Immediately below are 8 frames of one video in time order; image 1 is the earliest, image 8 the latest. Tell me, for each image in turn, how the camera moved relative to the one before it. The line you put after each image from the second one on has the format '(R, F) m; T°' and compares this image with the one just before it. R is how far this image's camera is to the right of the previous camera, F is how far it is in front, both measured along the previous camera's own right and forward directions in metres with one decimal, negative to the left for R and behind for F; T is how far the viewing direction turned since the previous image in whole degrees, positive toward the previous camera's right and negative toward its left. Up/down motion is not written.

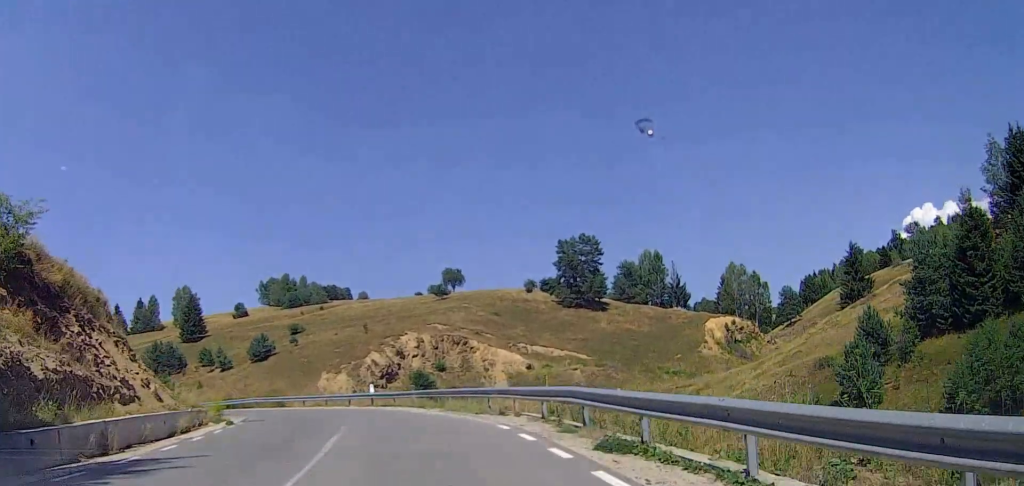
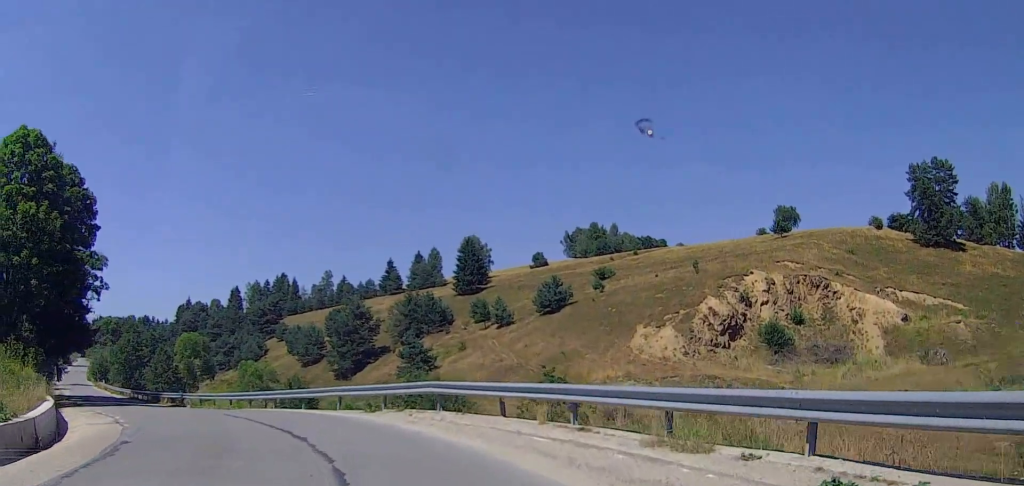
(-5.7, +33.6) m; -27°
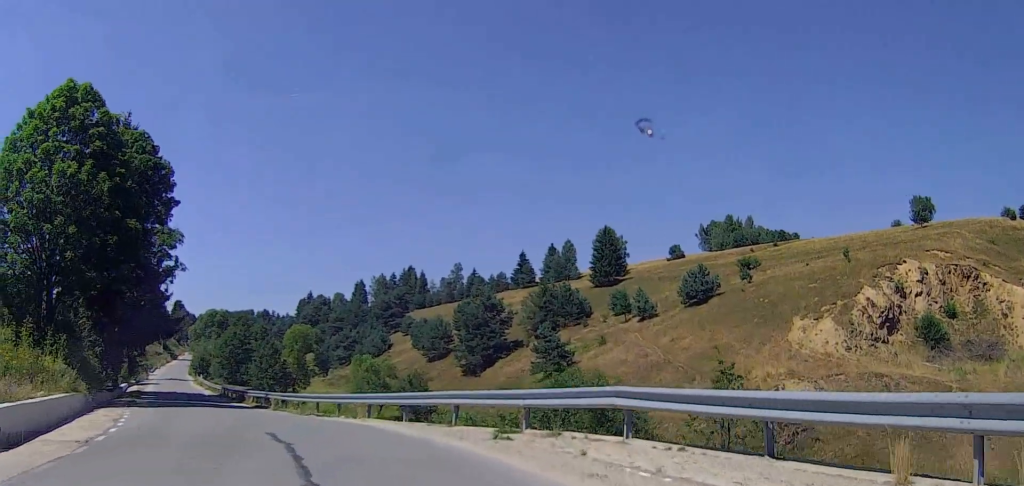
(-0.5, +7.2) m; -11°
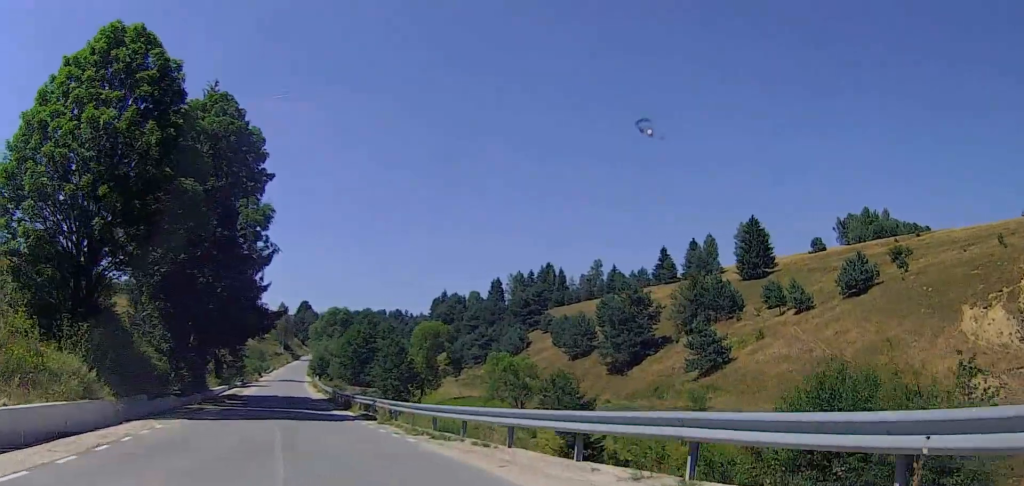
(-1.3, +7.8) m; -12°
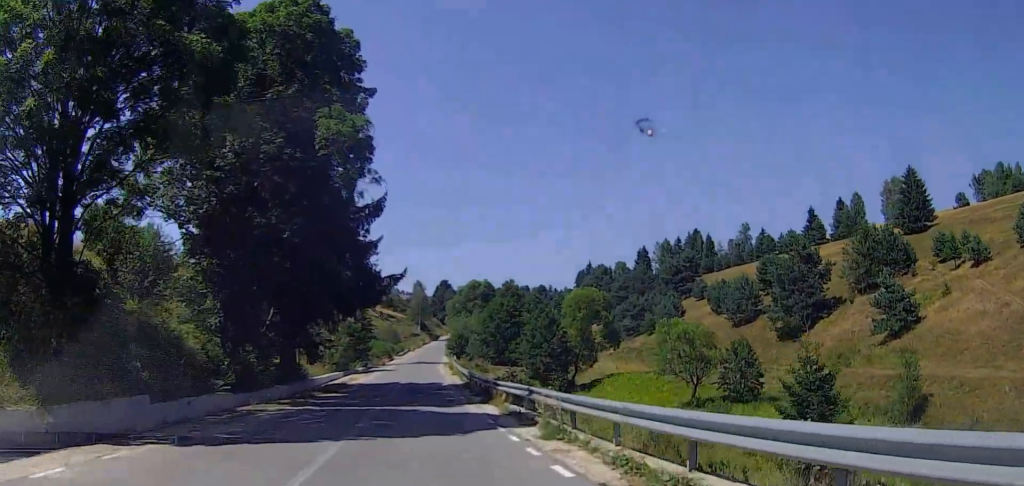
(-0.6, +10.8) m; -7°
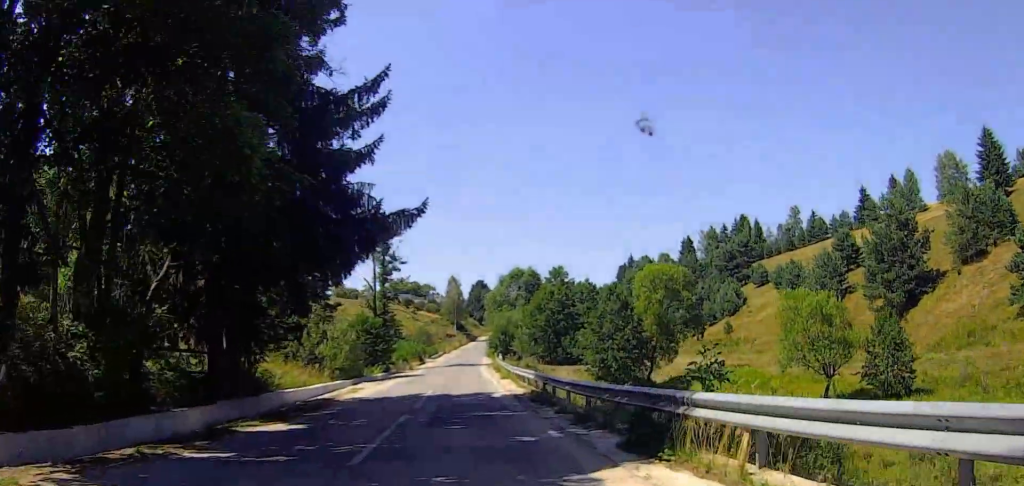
(-1.1, +16.1) m; -2°
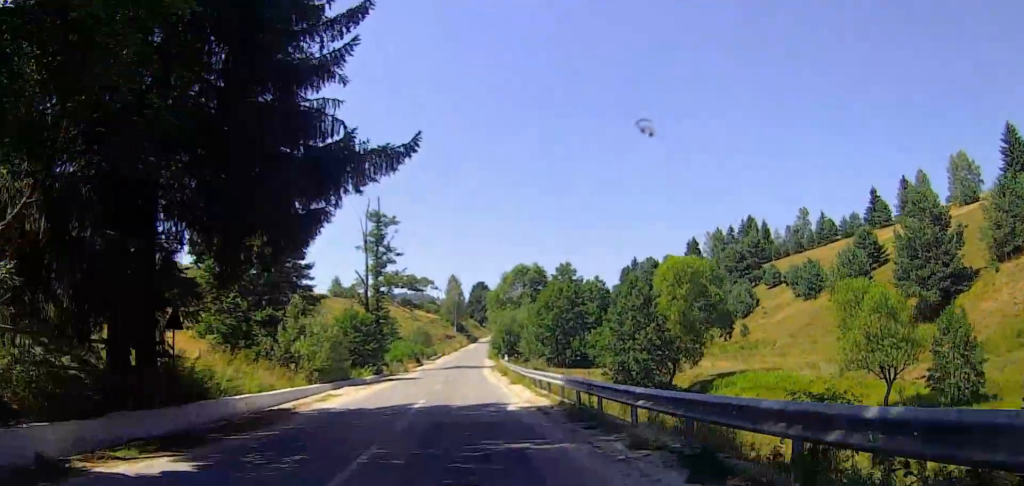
(+0.4, +6.5) m; -1°
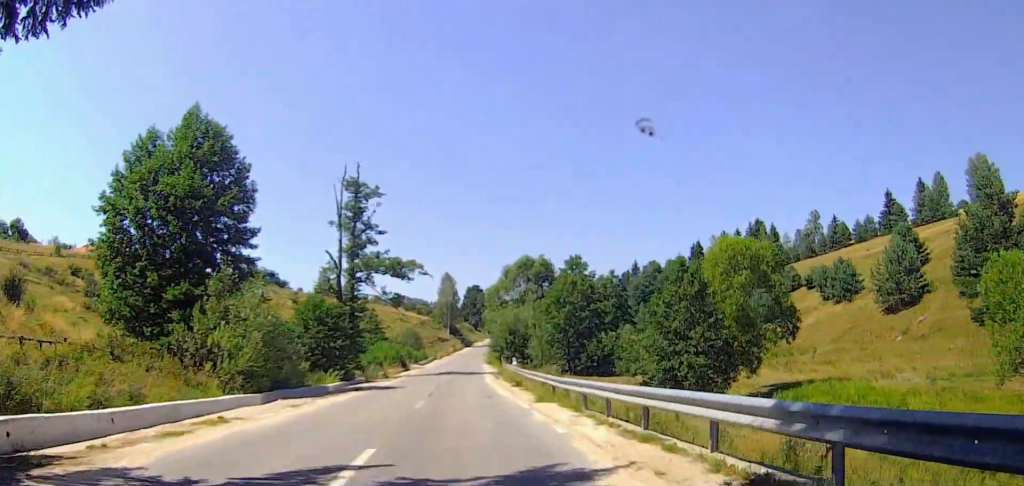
(-0.1, +12.4) m; -3°
